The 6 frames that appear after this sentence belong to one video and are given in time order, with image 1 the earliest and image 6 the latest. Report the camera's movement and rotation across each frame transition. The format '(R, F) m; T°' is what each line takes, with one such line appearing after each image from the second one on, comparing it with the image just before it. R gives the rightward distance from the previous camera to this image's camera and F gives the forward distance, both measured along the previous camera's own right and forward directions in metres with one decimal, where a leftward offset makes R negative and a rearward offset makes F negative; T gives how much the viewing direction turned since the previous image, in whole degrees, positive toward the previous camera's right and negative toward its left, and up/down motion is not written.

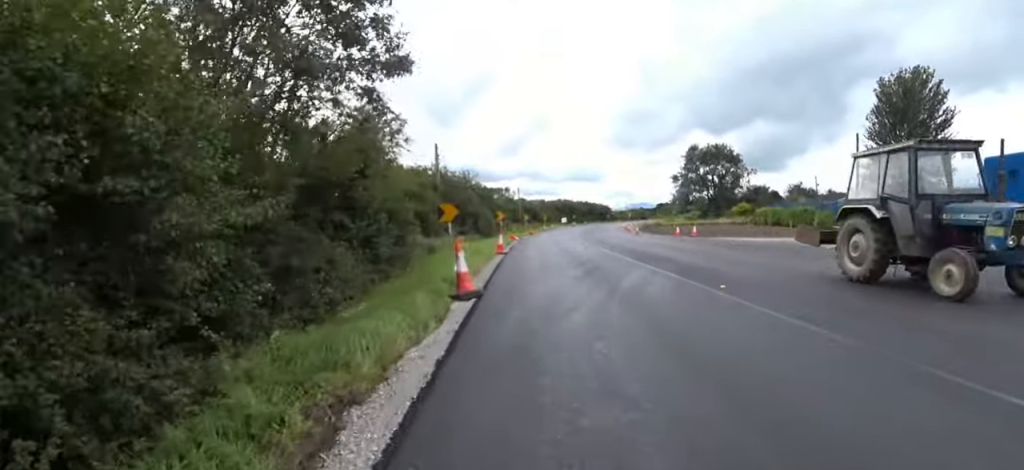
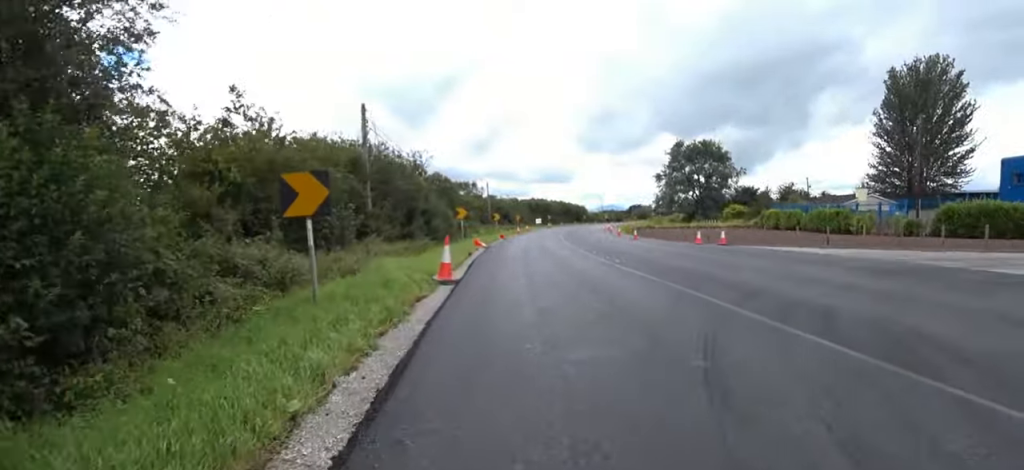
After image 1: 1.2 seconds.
(+0.9, +9.1) m; +6°
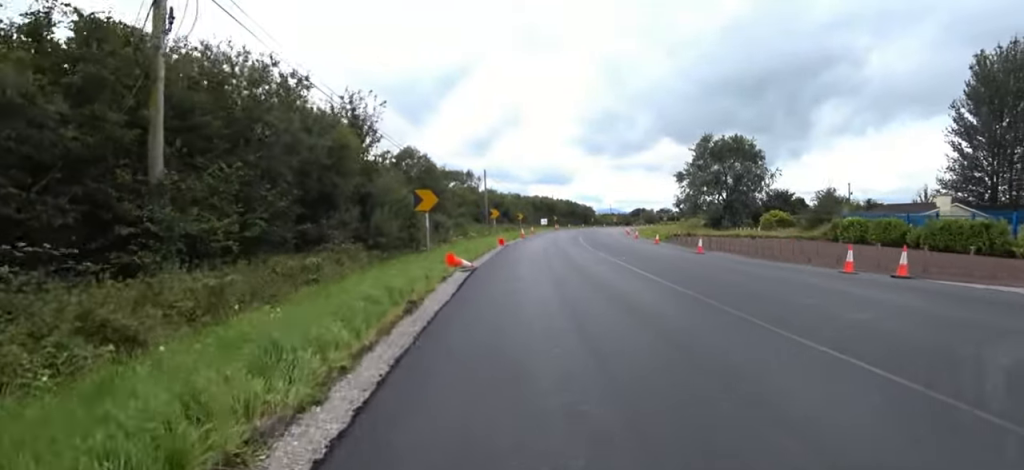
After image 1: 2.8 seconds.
(0.0, +11.6) m; 0°
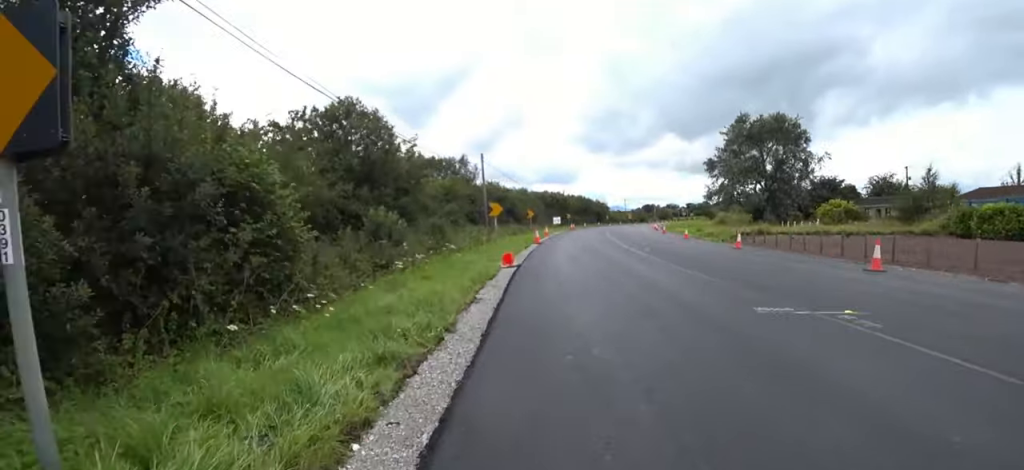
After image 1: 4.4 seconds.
(+0.1, +11.6) m; +4°
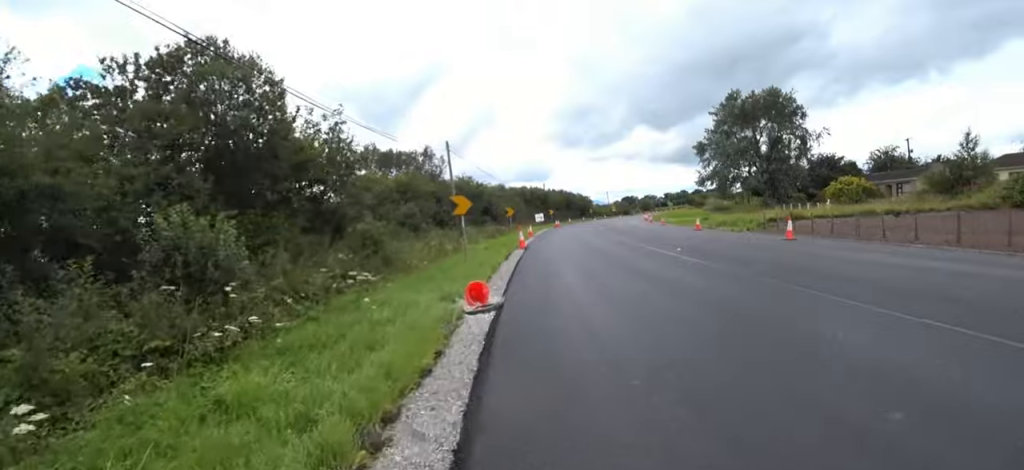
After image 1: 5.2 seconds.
(+0.2, +6.4) m; +2°
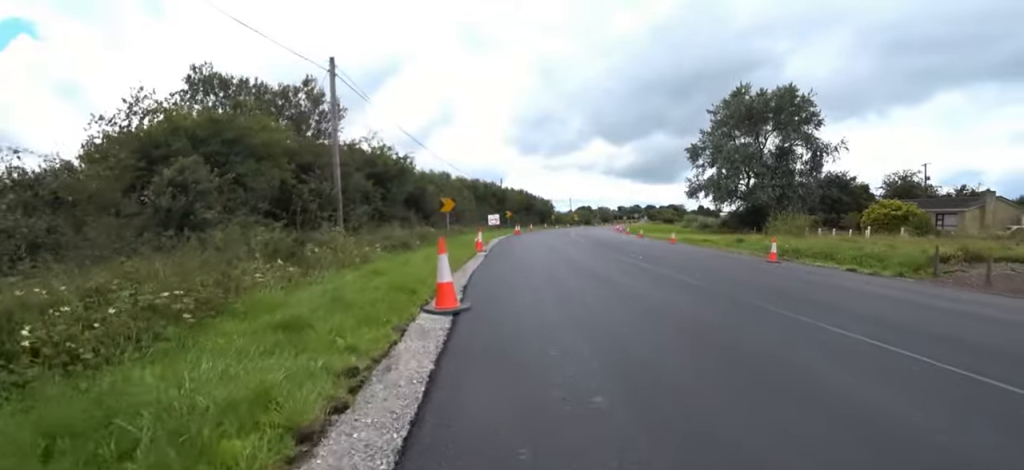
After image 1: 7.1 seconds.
(-0.1, +14.3) m; 0°
